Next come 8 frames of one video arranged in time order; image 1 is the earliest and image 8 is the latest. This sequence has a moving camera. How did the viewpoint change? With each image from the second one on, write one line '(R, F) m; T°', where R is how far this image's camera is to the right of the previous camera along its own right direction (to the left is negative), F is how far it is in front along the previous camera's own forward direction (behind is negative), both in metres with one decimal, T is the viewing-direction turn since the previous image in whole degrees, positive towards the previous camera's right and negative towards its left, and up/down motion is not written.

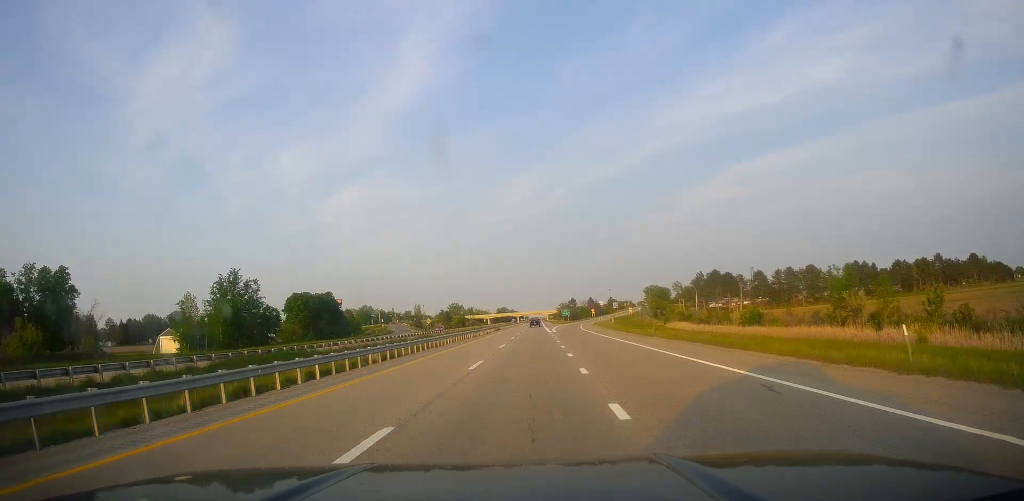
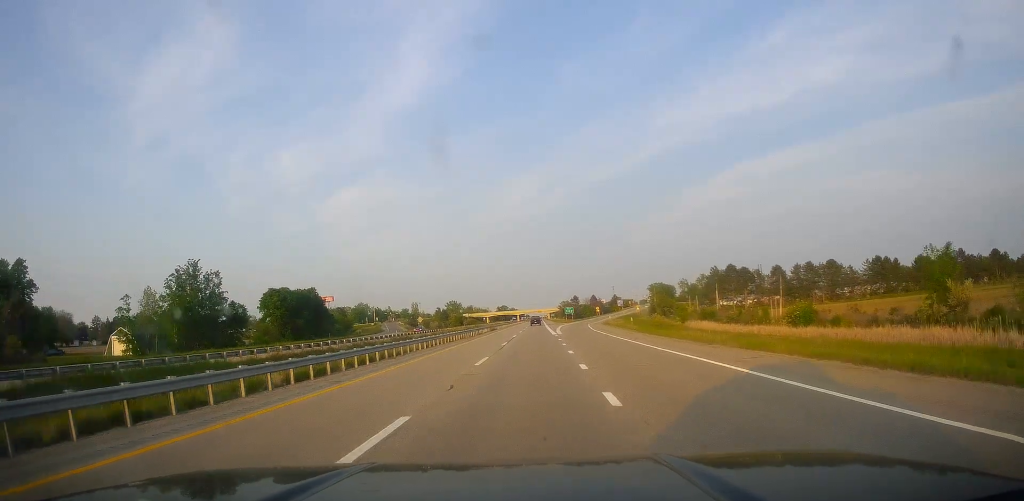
(-0.1, +14.1) m; 0°
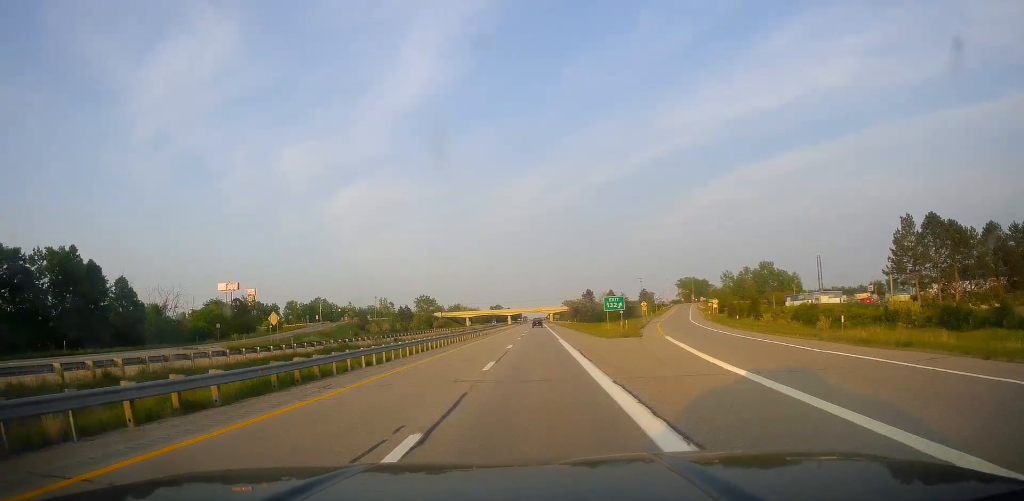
(+0.4, +93.3) m; 0°
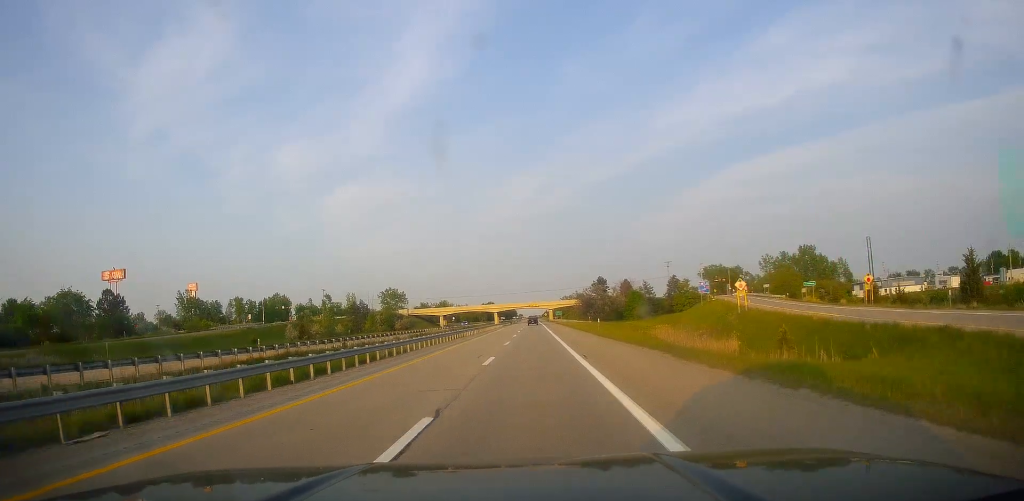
(-0.2, +59.3) m; 0°
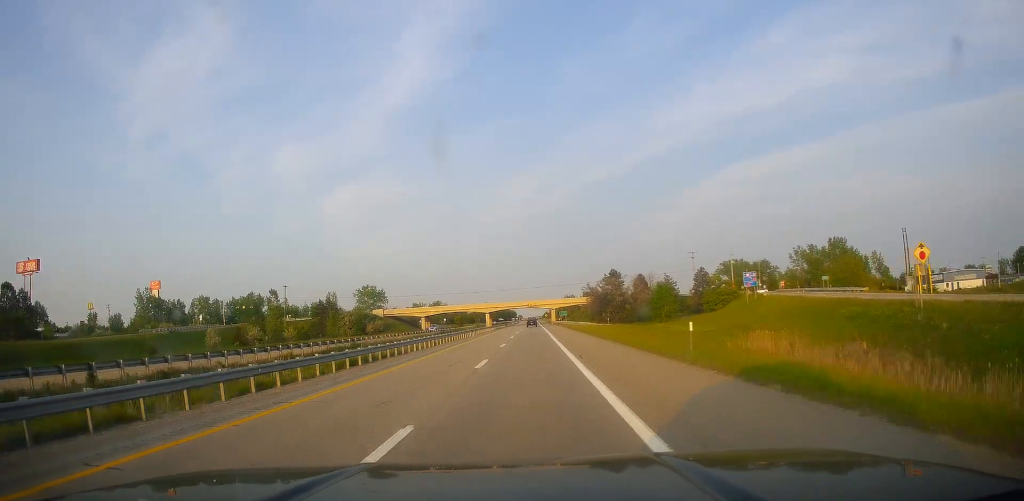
(+0.3, +31.3) m; 0°
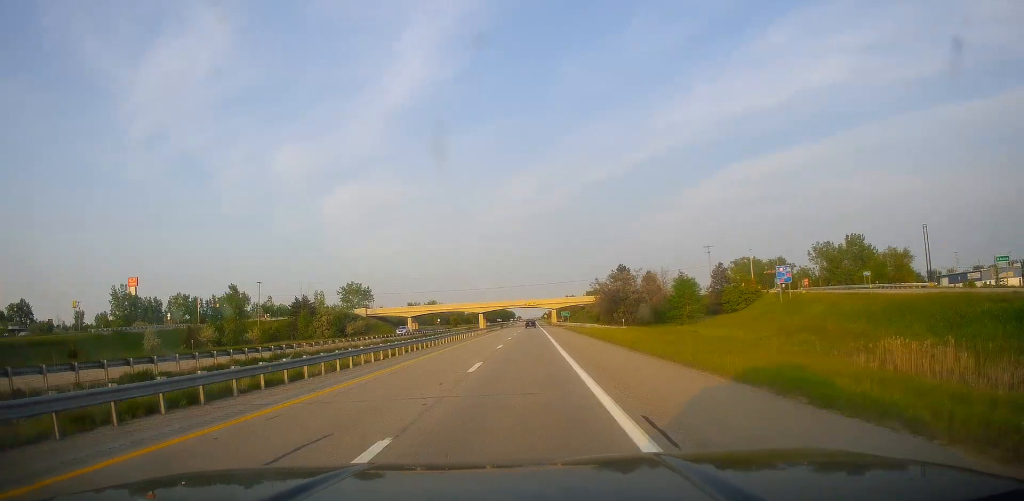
(+0.1, +16.2) m; 0°
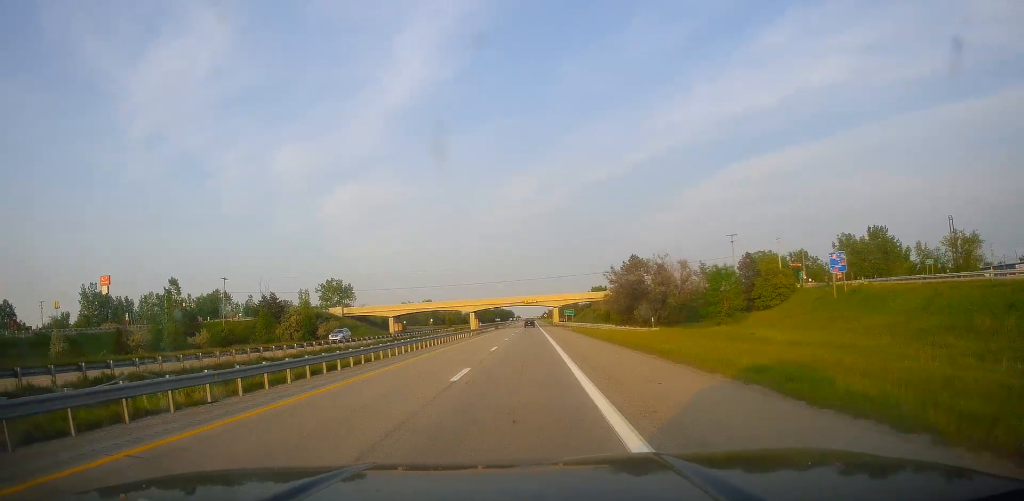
(-0.2, +18.4) m; 0°
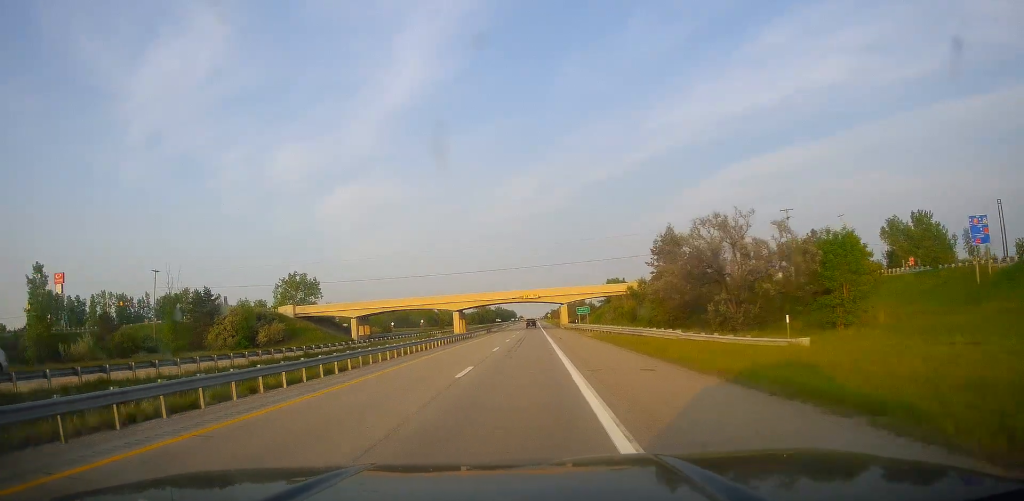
(-0.2, +28.7) m; 0°
